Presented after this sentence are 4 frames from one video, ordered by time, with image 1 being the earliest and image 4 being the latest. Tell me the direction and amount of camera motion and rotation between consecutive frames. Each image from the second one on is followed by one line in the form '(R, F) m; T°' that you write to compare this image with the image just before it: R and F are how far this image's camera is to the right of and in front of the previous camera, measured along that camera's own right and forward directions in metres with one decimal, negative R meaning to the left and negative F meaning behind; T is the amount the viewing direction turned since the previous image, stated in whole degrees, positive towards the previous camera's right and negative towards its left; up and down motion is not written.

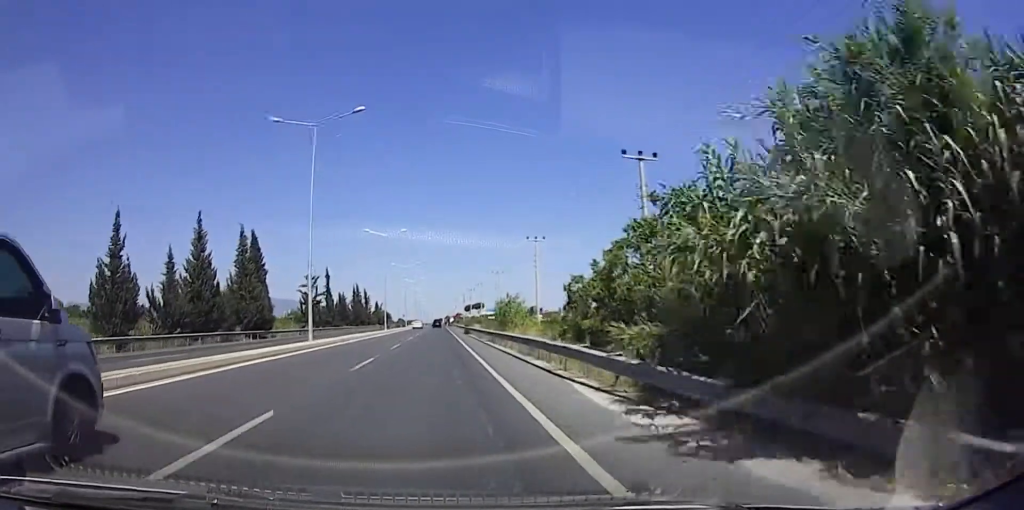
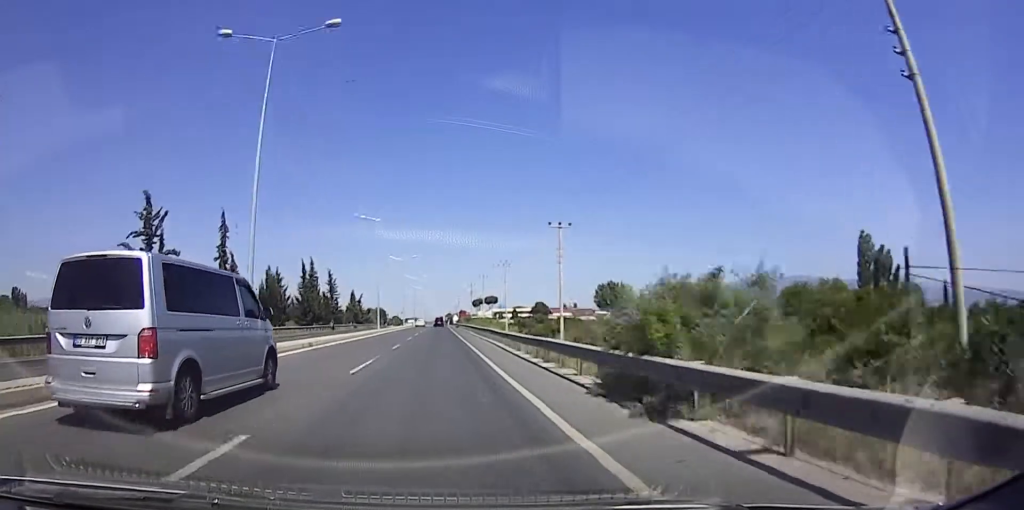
(-1.4, +48.2) m; 0°
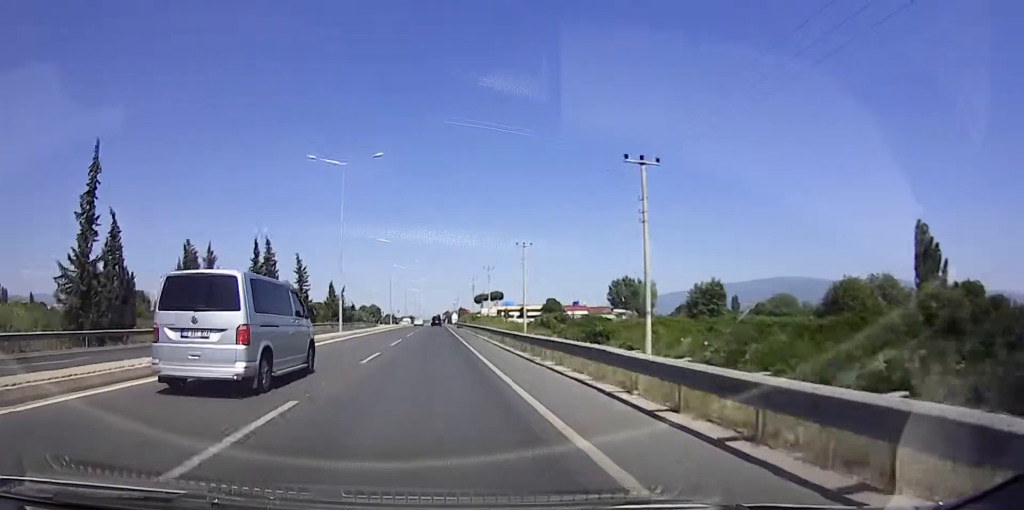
(+0.6, +20.9) m; +1°
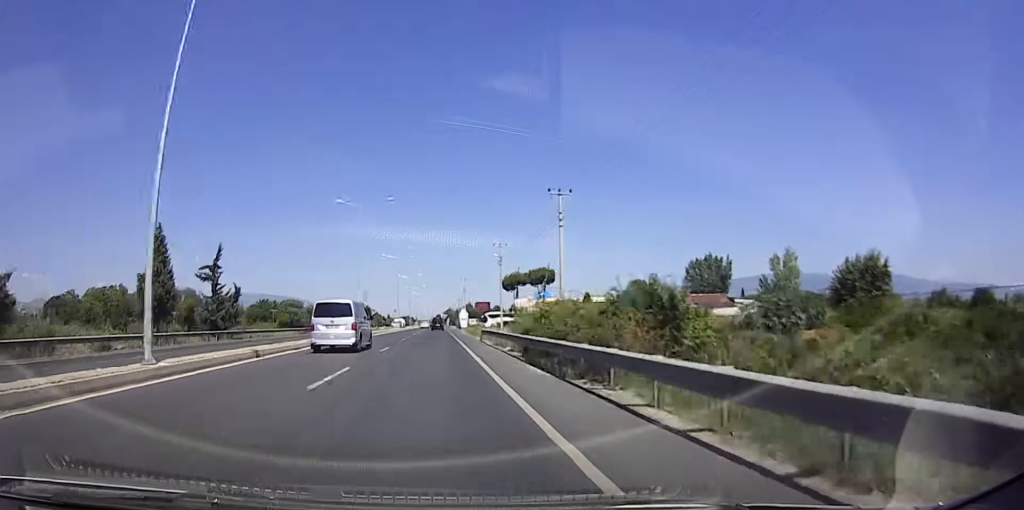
(-1.0, +65.3) m; -1°
